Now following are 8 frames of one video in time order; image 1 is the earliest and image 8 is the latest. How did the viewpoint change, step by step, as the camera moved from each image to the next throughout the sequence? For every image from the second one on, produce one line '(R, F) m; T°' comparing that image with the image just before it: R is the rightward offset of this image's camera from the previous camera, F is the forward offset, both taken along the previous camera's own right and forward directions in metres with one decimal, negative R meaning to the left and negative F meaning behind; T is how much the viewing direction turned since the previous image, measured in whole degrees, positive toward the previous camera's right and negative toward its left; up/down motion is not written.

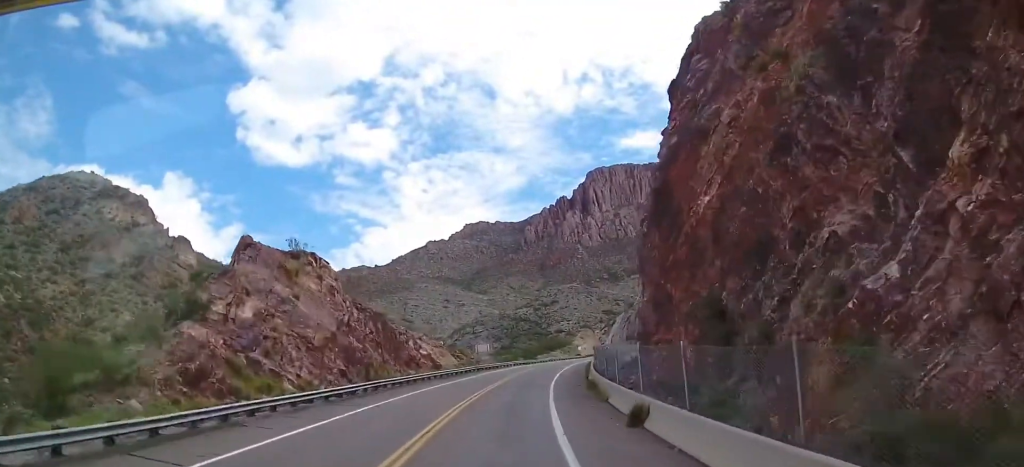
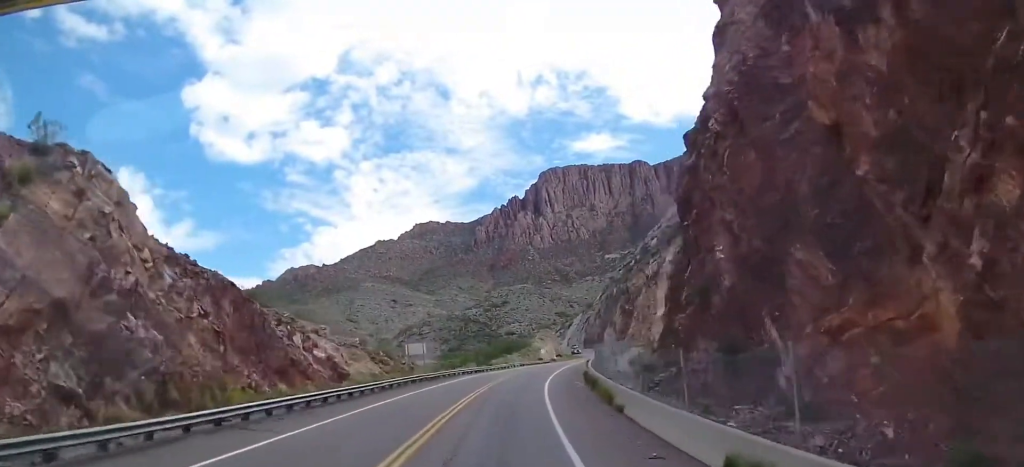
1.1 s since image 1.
(+0.9, +24.3) m; +2°
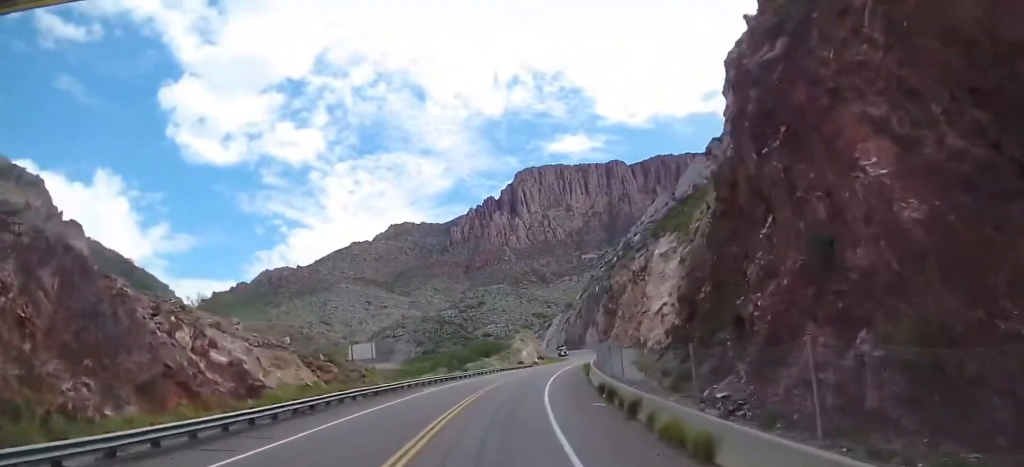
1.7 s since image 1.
(0.0, +12.6) m; 0°
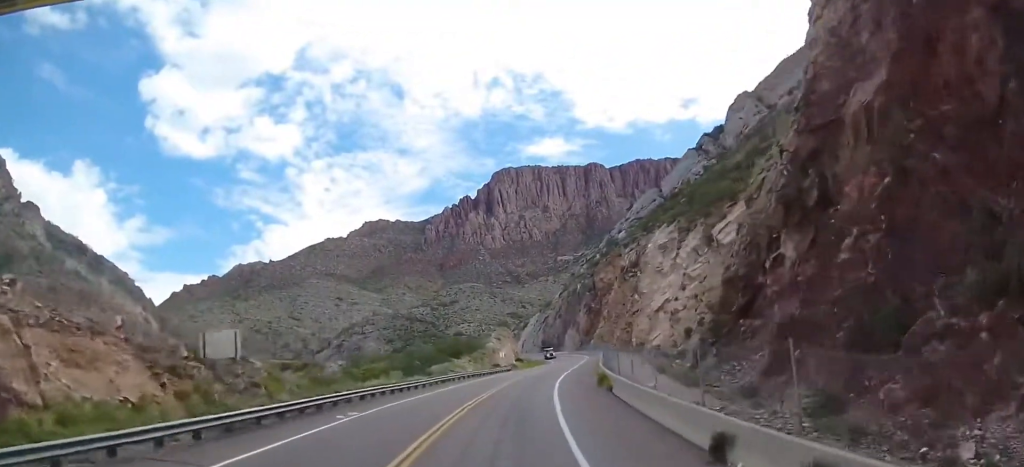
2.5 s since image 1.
(0.0, +16.6) m; +1°
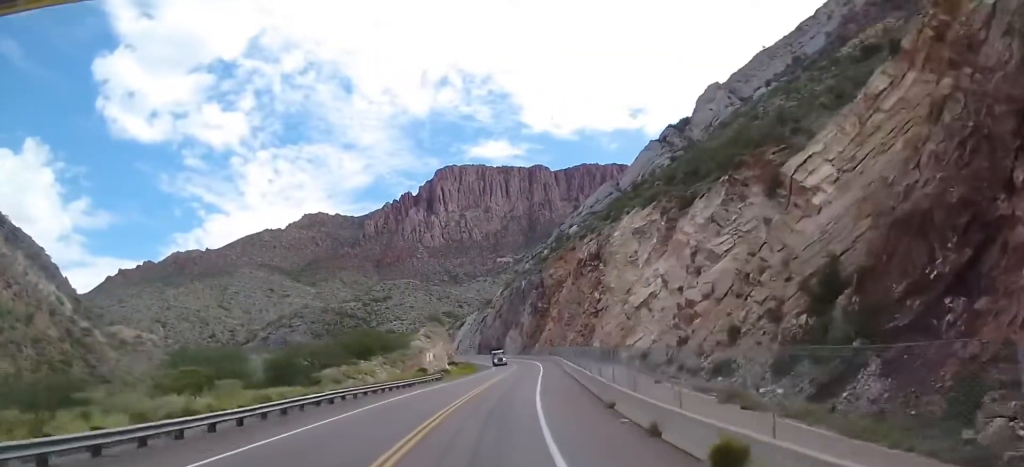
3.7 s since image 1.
(+0.7, +23.3) m; +6°
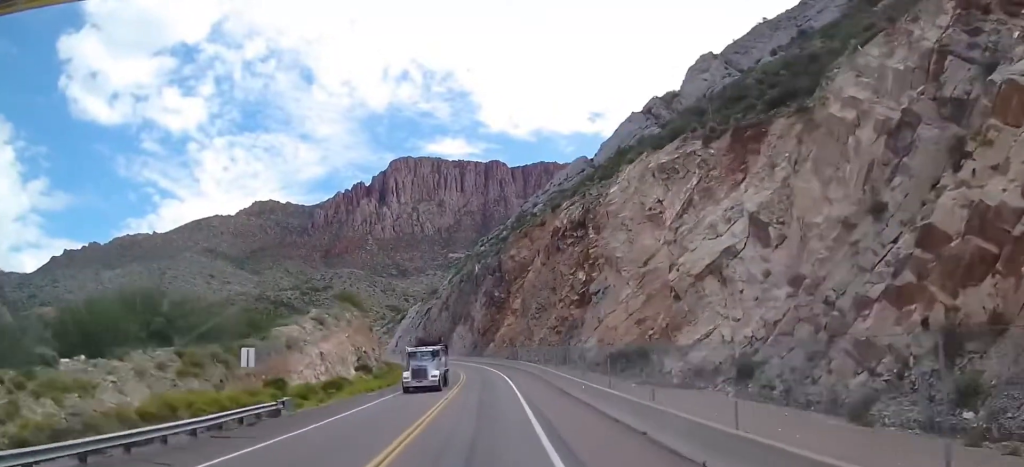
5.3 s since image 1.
(+2.8, +34.0) m; +6°
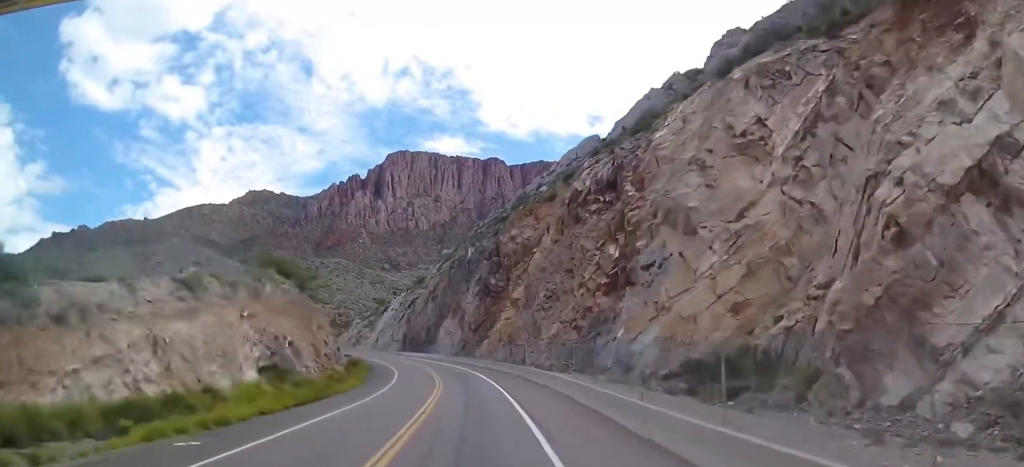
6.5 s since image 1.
(+0.2, +23.9) m; +2°
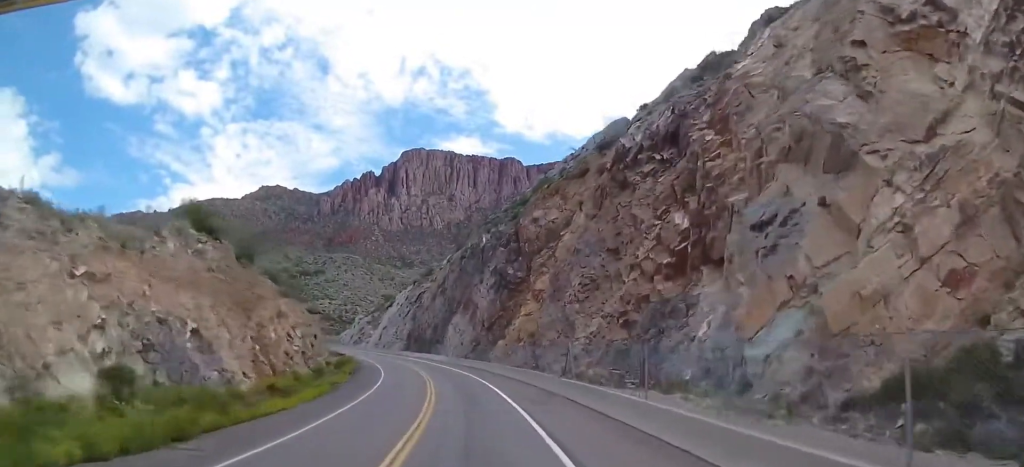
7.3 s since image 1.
(+0.4, +17.1) m; +1°
